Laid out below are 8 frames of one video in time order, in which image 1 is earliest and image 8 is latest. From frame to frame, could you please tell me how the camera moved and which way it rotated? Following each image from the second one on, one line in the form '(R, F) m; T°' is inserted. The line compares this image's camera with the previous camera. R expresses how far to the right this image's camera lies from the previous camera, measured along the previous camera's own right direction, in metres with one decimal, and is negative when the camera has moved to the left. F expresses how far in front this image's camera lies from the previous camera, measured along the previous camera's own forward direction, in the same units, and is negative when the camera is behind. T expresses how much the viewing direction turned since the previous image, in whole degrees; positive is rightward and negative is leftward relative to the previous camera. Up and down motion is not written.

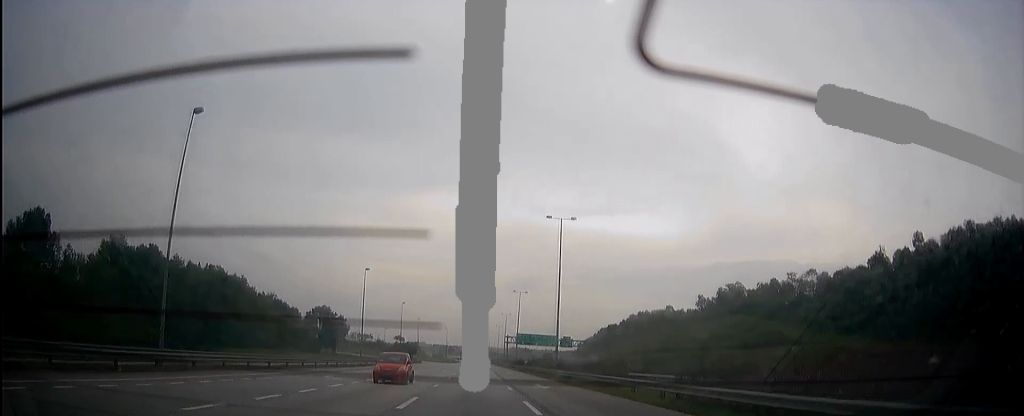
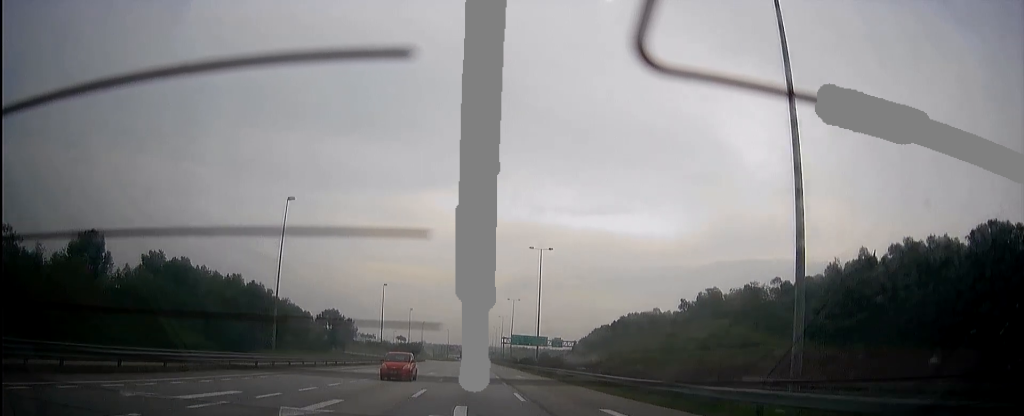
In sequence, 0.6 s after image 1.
(0.0, +16.5) m; 0°
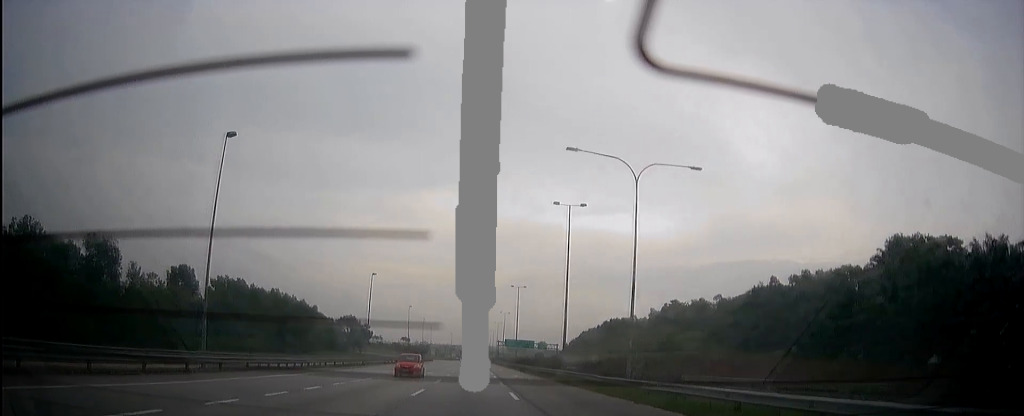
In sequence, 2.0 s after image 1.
(-0.1, +37.3) m; 0°
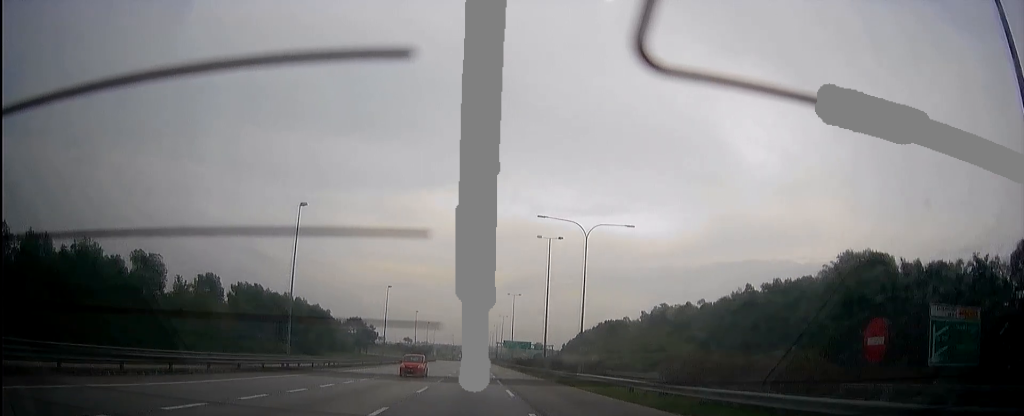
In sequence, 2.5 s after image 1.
(0.0, +15.3) m; 0°
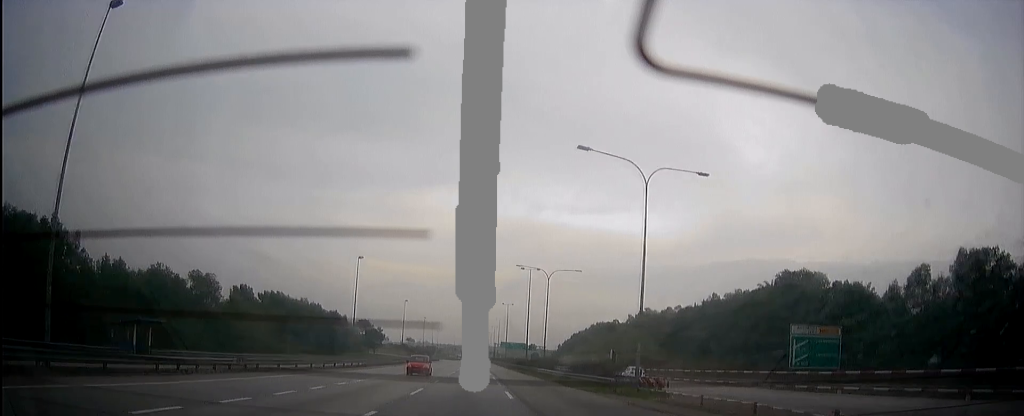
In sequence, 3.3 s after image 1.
(0.0, +21.8) m; 0°
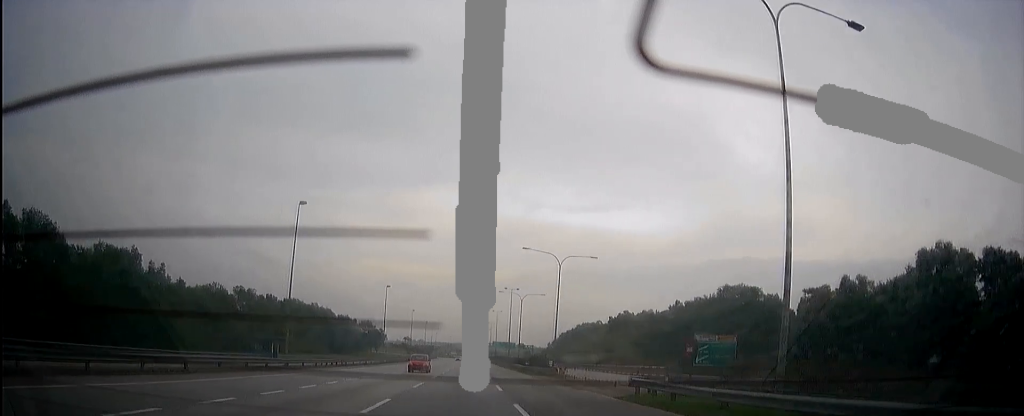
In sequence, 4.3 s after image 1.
(0.0, +27.0) m; 0°
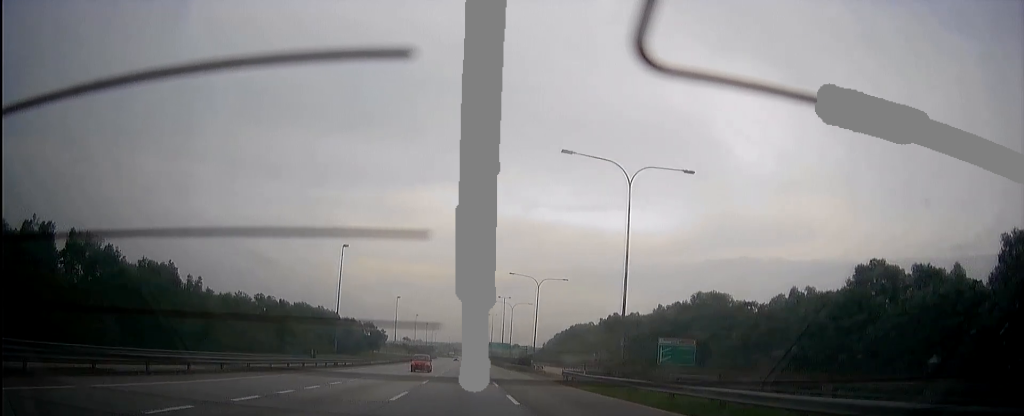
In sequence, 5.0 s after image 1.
(-0.1, +17.4) m; 0°
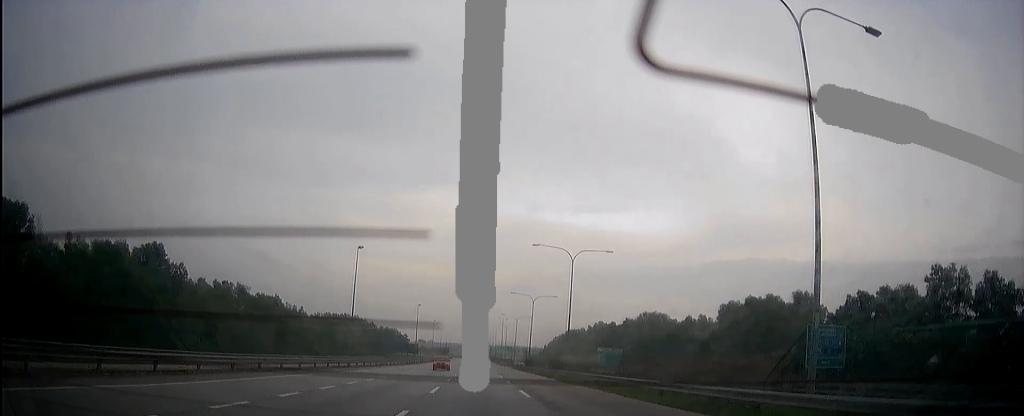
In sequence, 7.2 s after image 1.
(+0.2, +61.4) m; +1°
